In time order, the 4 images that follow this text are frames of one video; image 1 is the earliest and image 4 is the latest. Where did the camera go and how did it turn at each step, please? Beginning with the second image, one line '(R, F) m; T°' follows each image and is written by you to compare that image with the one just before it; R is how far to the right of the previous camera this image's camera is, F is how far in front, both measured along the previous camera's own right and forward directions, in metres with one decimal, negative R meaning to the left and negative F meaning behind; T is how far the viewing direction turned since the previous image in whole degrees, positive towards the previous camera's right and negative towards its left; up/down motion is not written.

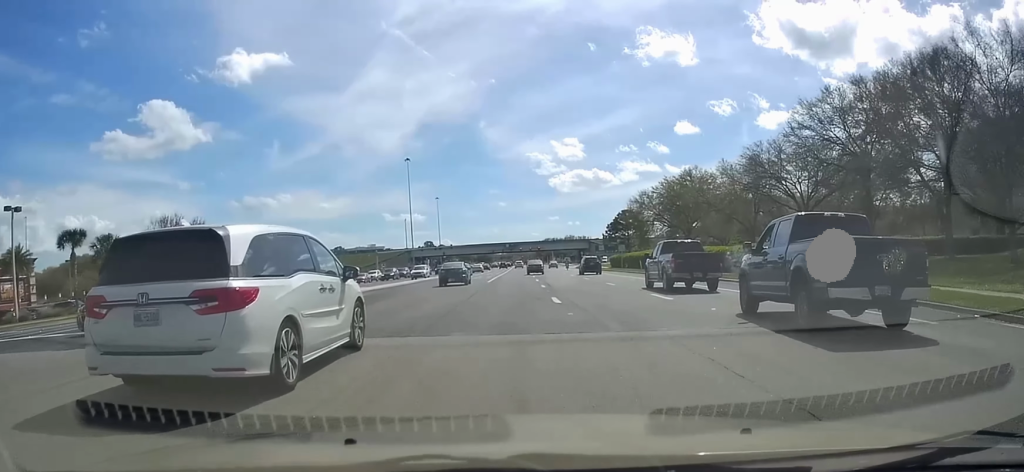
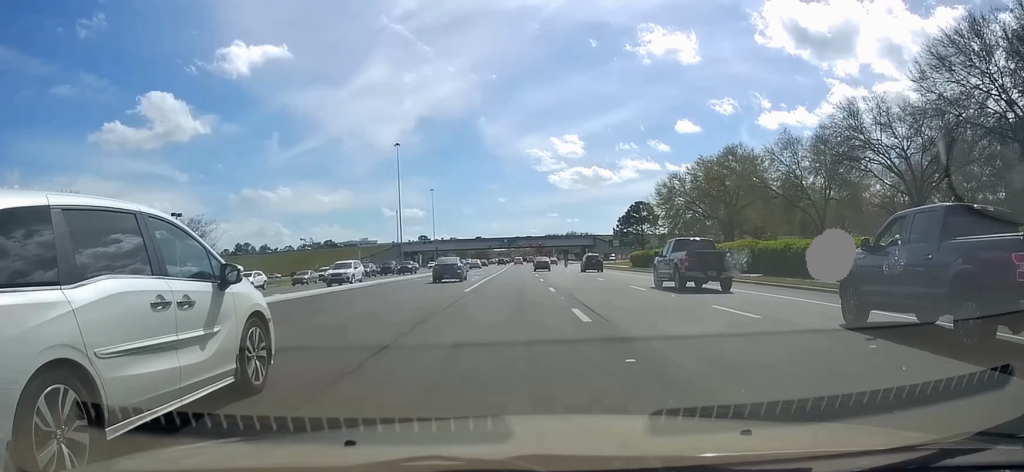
(-0.5, +18.3) m; -1°
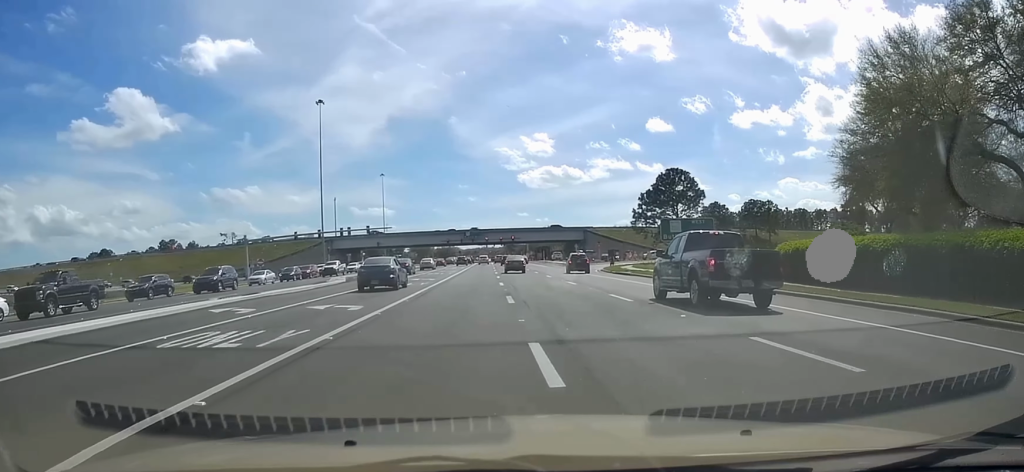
(+1.3, +51.3) m; +3°
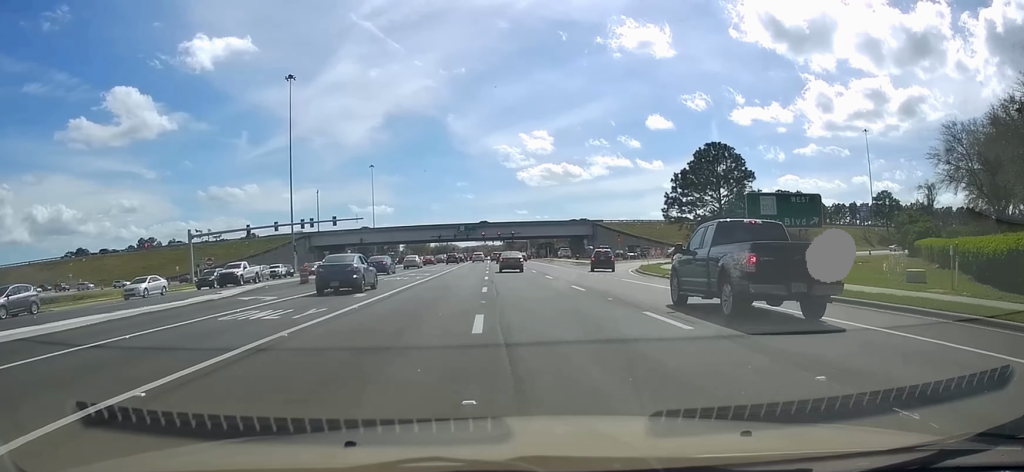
(0.0, +20.2) m; 0°
